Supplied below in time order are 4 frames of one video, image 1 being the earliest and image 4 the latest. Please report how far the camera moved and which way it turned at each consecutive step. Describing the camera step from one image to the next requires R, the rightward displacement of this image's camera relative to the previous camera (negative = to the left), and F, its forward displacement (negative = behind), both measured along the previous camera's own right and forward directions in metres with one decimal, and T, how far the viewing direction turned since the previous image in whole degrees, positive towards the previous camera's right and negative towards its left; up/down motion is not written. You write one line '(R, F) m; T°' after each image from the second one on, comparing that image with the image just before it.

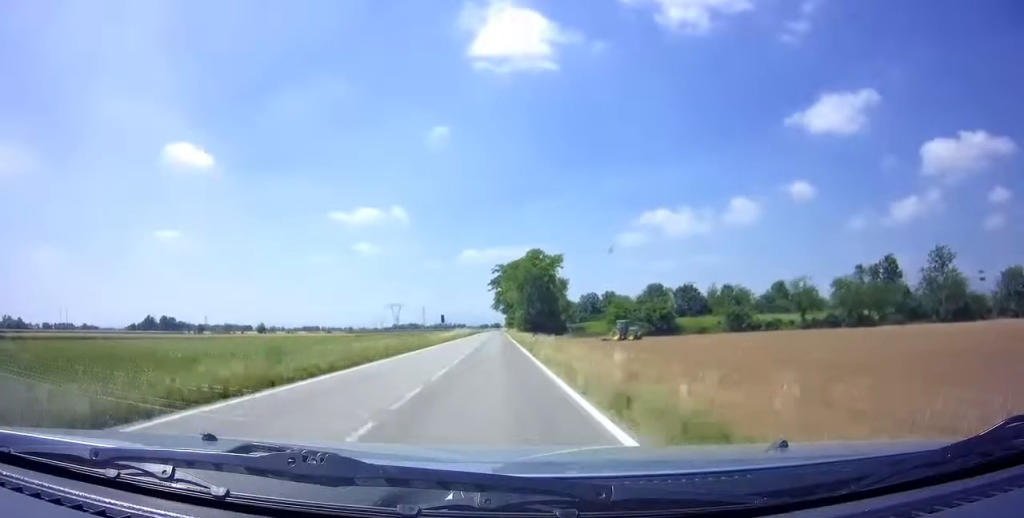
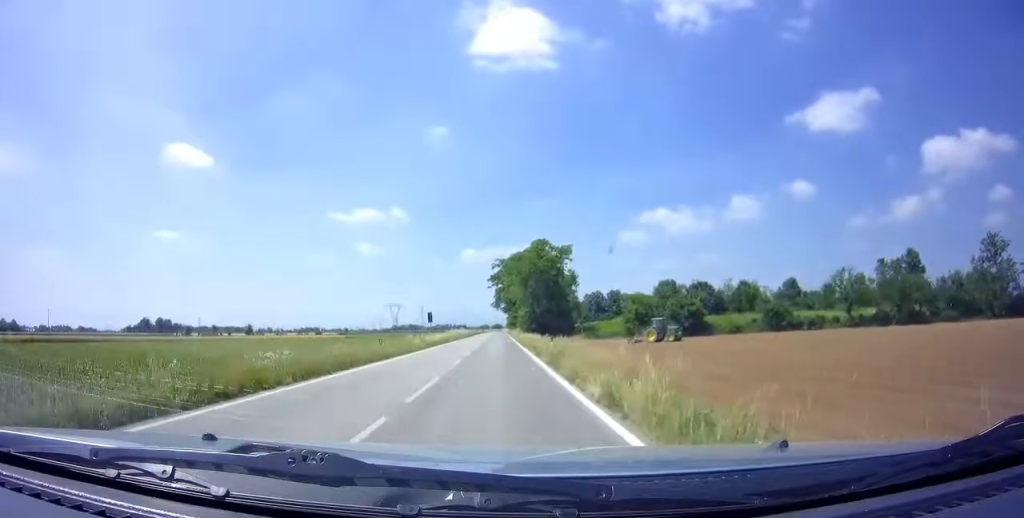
(0.0, +11.3) m; 0°
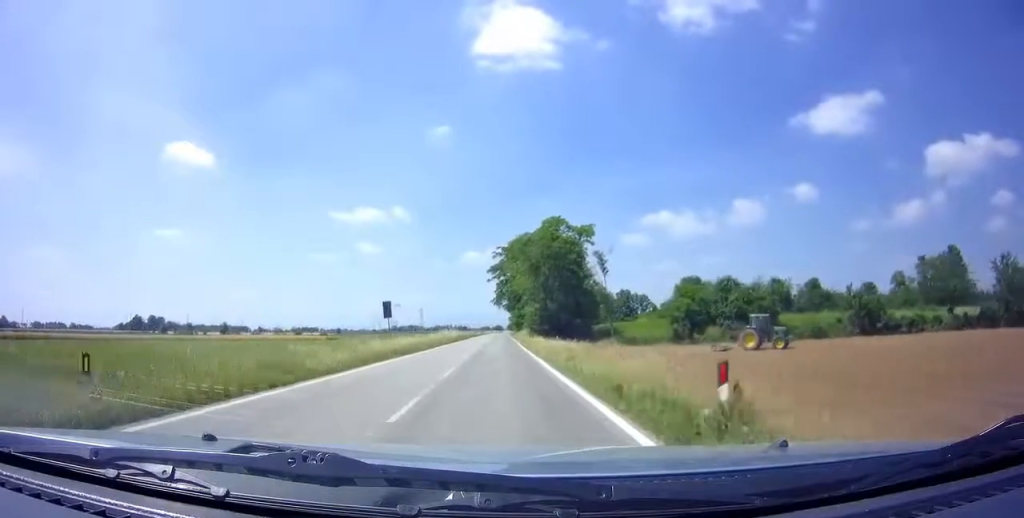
(-0.1, +18.4) m; 0°
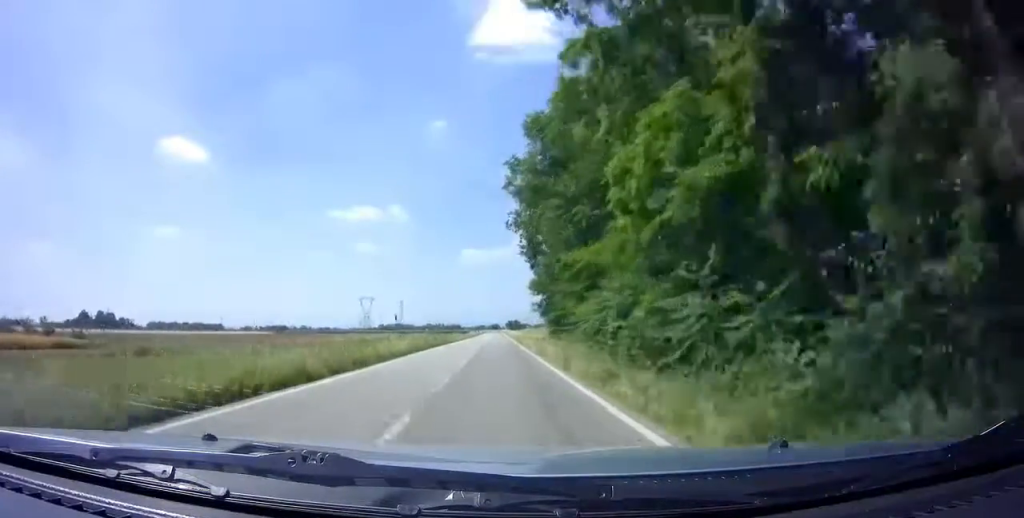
(+0.7, +92.8) m; +1°
